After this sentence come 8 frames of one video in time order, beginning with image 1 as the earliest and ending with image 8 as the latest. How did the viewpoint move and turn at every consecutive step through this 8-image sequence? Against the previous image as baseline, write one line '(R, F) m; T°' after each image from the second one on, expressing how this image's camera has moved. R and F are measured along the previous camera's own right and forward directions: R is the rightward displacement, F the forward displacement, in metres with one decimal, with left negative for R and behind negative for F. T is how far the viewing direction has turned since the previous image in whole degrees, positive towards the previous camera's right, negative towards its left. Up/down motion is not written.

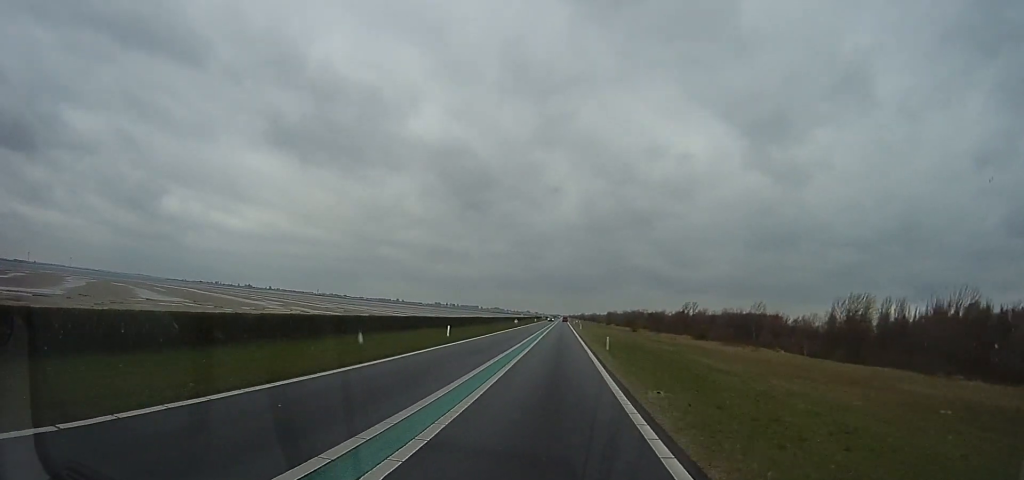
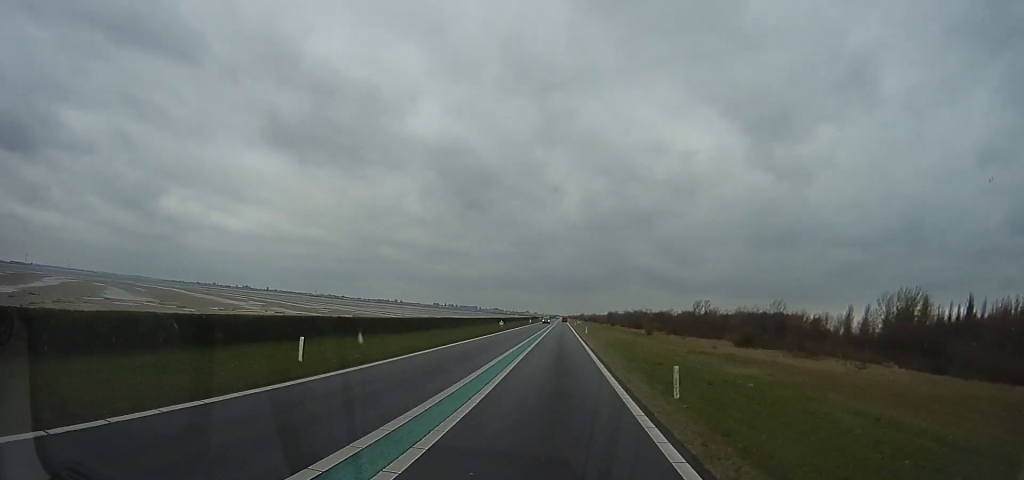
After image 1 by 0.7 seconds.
(+0.2, +18.1) m; +1°
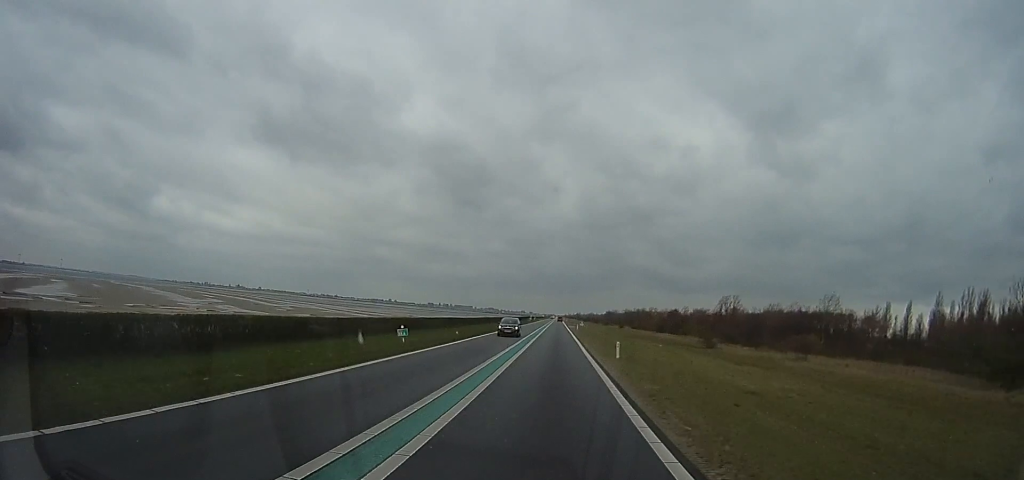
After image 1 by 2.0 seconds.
(+1.2, +35.8) m; +1°
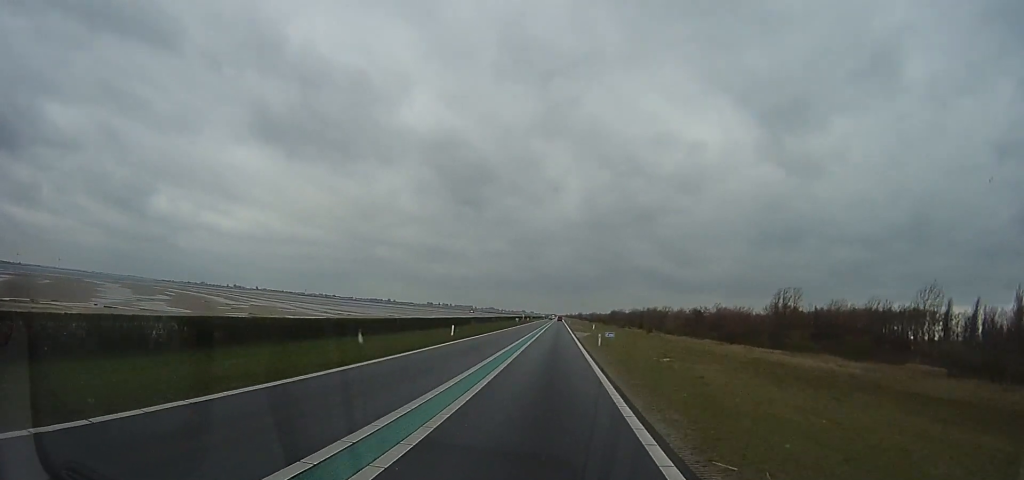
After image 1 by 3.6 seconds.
(-0.9, +40.3) m; -2°
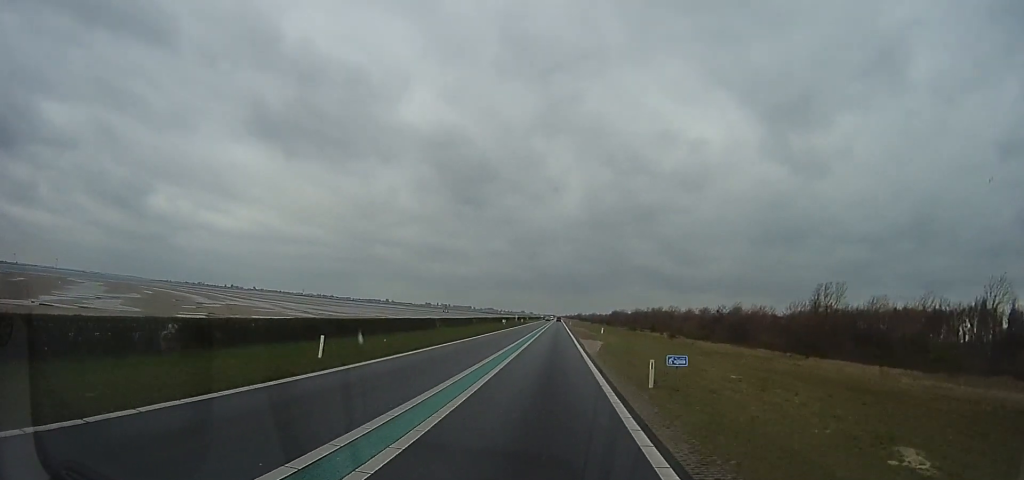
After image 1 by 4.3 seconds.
(+0.2, +19.1) m; -1°
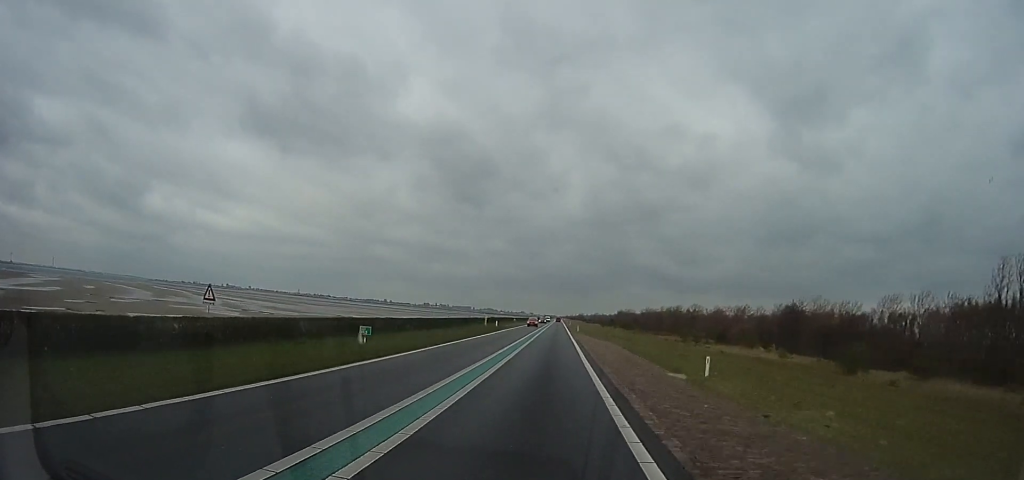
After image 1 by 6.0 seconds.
(+0.9, +47.6) m; +3°
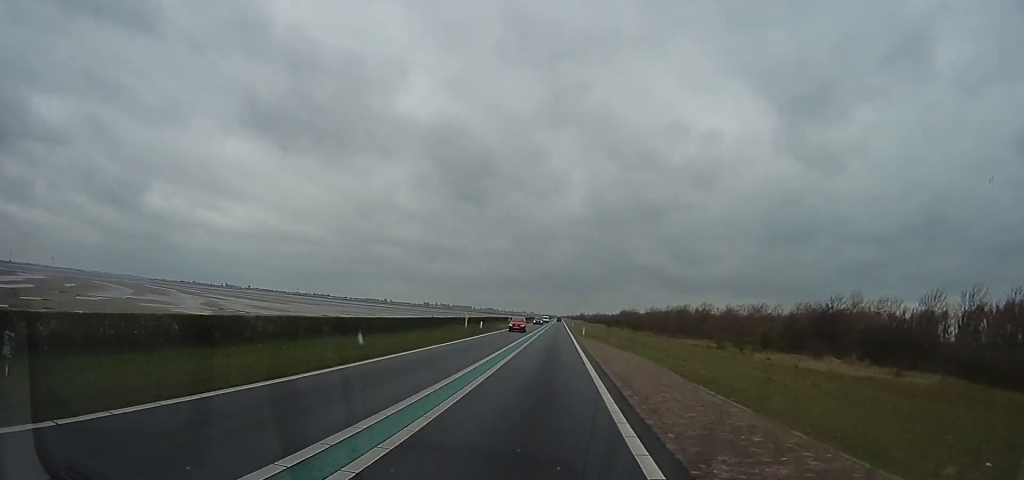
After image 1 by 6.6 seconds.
(+0.1, +14.5) m; 0°
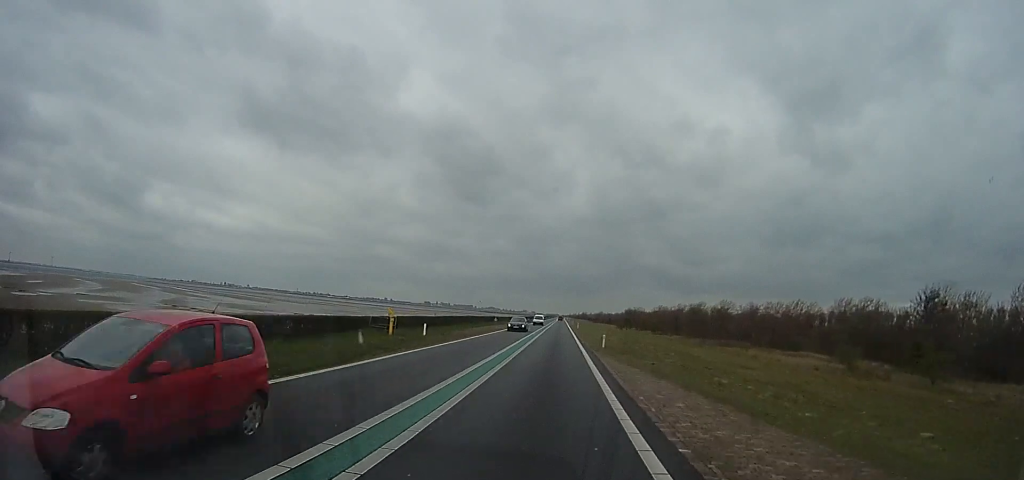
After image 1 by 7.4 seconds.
(-0.5, +24.1) m; -1°
